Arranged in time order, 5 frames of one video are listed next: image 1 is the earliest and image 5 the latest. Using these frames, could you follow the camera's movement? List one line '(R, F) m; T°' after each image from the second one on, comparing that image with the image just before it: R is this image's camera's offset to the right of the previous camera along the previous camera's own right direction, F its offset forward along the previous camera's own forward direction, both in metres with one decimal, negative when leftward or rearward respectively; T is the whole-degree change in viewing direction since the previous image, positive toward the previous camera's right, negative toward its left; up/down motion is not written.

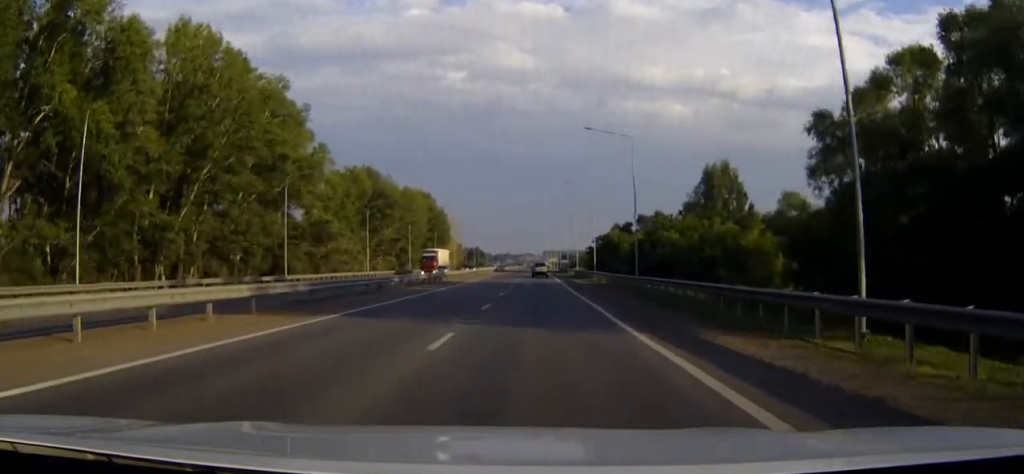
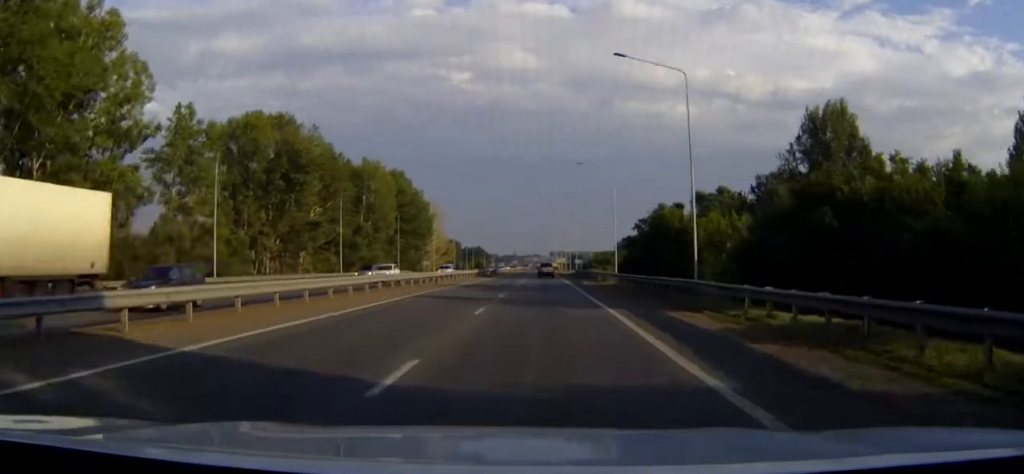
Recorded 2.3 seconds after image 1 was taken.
(+2.7, +52.9) m; +5°
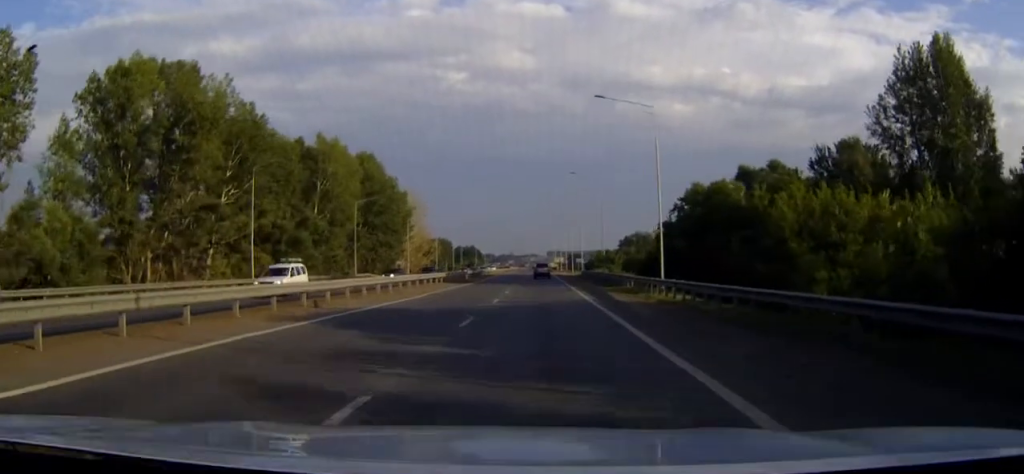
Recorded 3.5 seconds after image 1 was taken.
(-0.5, +27.6) m; -1°
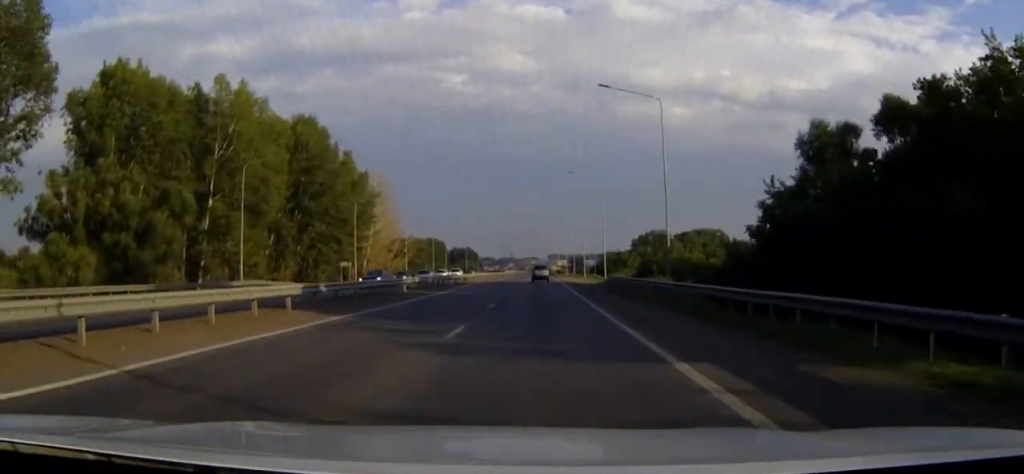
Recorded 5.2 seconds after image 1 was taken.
(0.0, +38.1) m; 0°
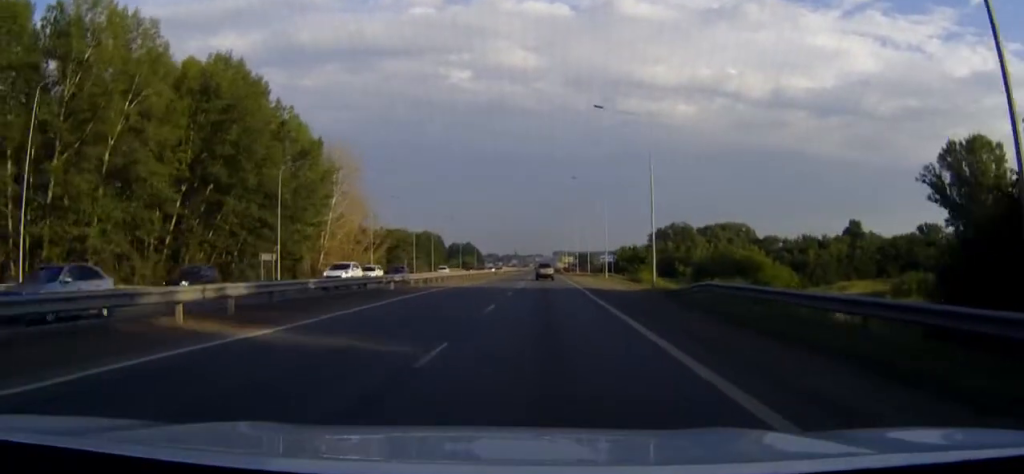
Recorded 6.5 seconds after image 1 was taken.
(-0.4, +28.7) m; 0°
